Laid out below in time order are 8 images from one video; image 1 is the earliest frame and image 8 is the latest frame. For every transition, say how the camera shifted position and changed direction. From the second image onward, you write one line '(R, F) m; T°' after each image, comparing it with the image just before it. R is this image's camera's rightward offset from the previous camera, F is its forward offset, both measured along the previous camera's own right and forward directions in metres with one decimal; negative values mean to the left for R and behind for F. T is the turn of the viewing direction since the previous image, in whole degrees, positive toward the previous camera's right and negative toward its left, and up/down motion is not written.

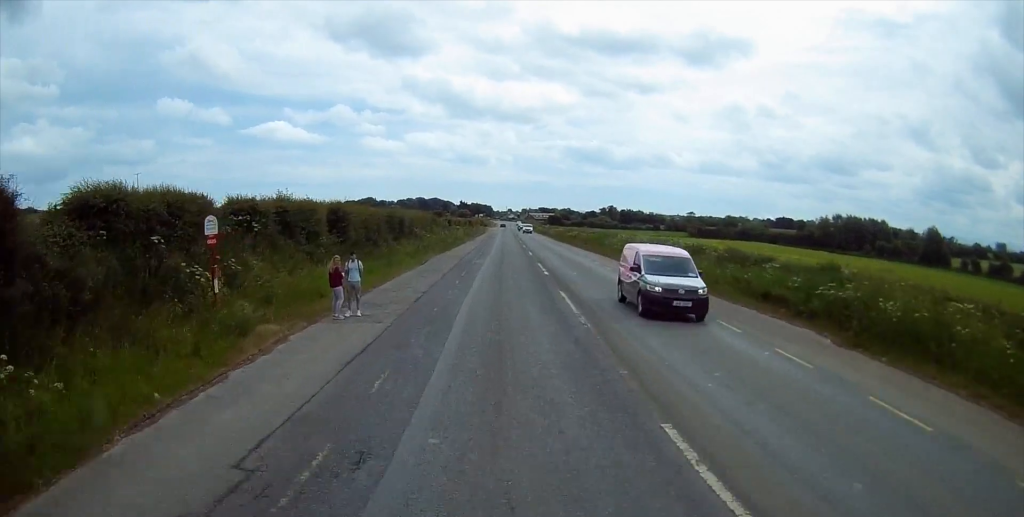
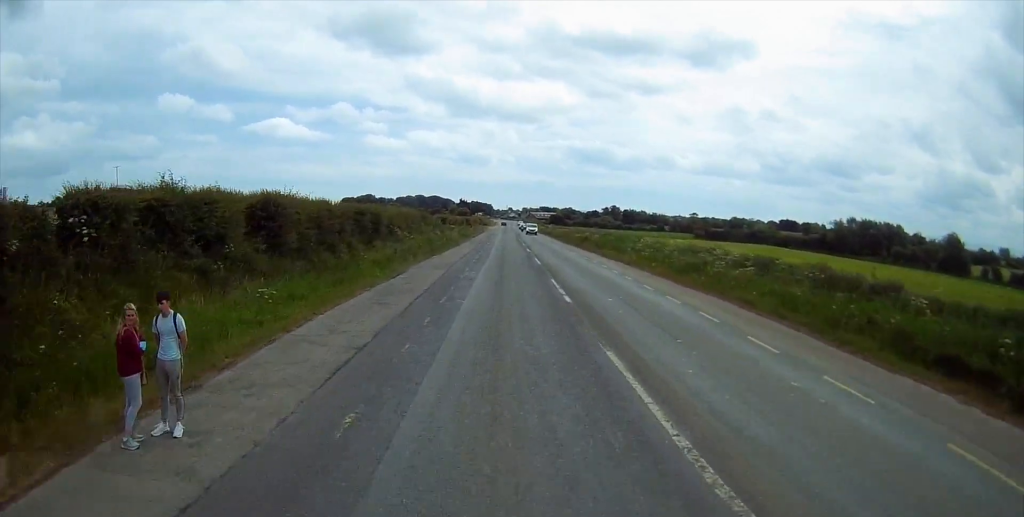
(0.0, +10.4) m; 0°
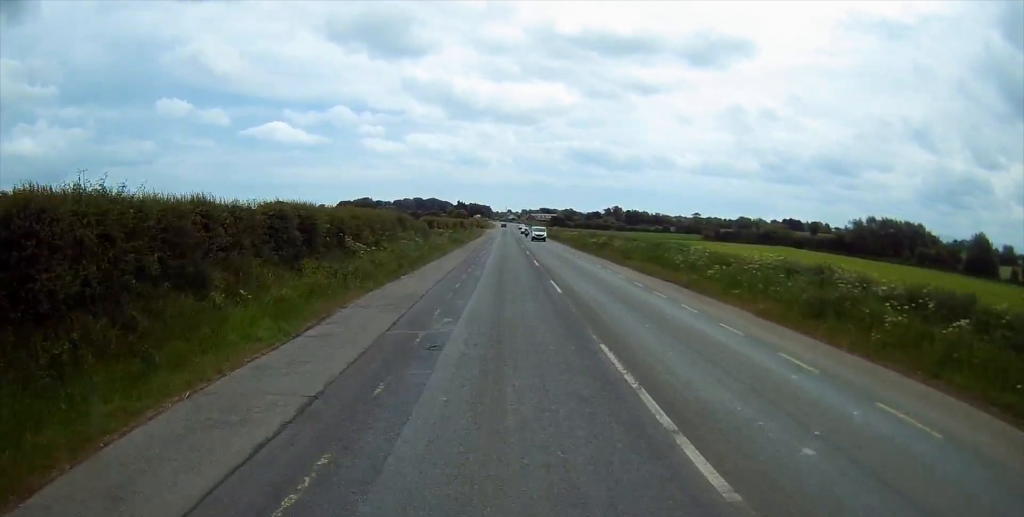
(-0.1, +14.1) m; -1°
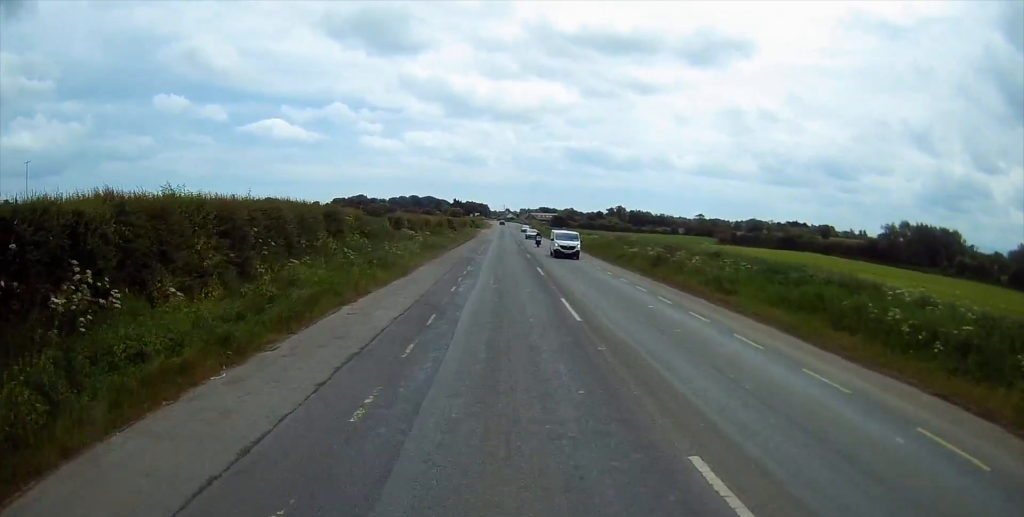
(-0.1, +21.4) m; 0°
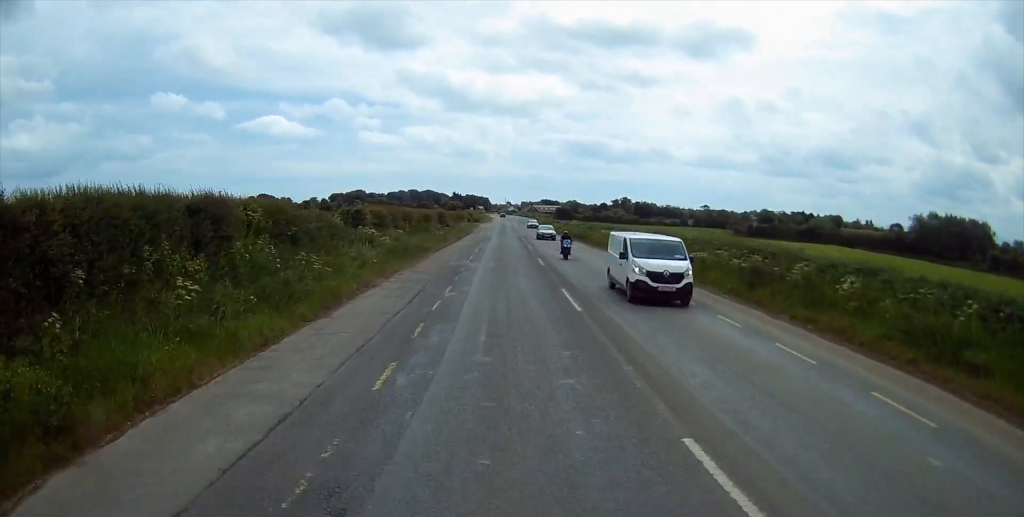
(0.0, +14.8) m; 0°
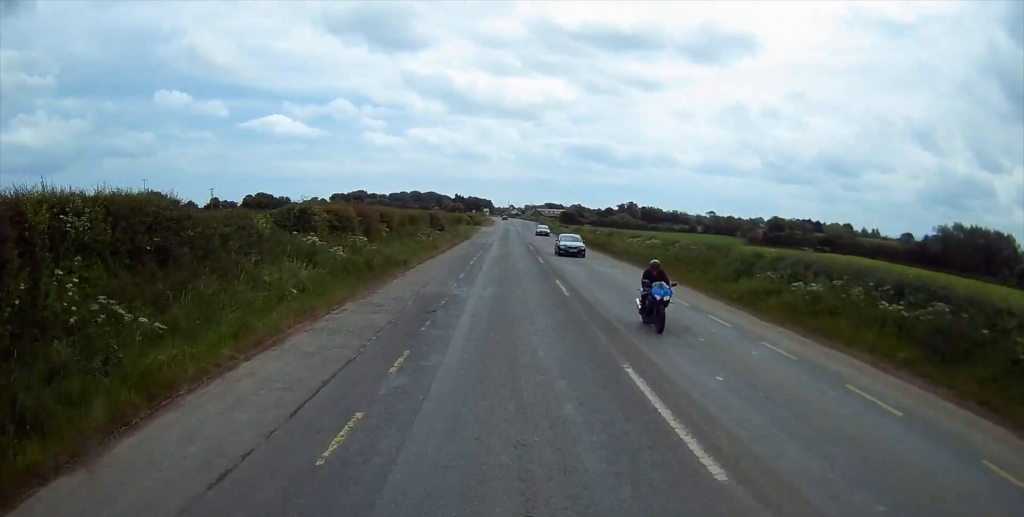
(0.0, +11.1) m; 0°
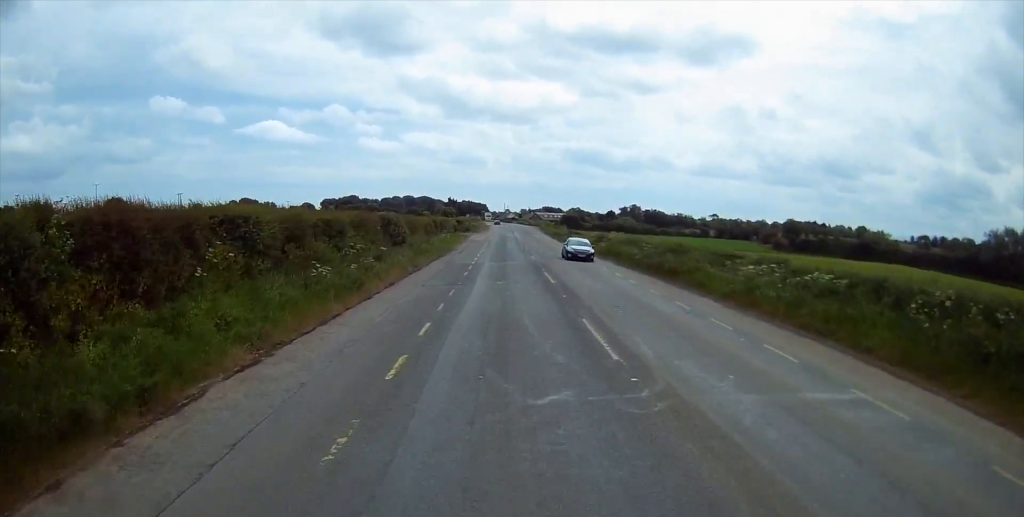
(0.0, +24.5) m; 0°
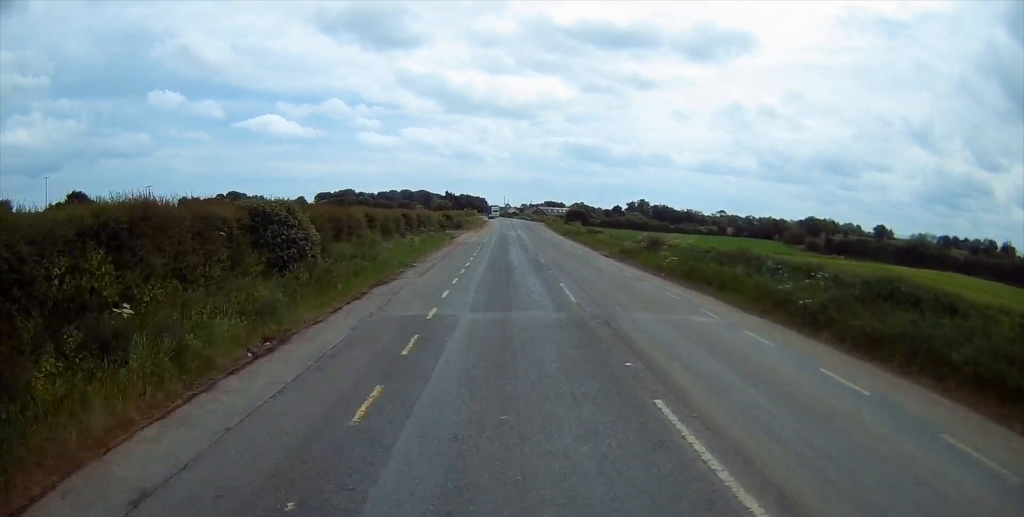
(0.0, +22.9) m; +1°
